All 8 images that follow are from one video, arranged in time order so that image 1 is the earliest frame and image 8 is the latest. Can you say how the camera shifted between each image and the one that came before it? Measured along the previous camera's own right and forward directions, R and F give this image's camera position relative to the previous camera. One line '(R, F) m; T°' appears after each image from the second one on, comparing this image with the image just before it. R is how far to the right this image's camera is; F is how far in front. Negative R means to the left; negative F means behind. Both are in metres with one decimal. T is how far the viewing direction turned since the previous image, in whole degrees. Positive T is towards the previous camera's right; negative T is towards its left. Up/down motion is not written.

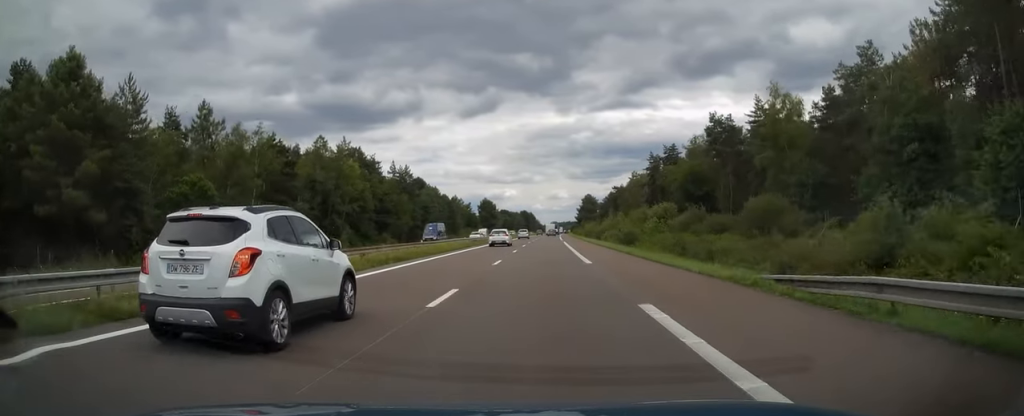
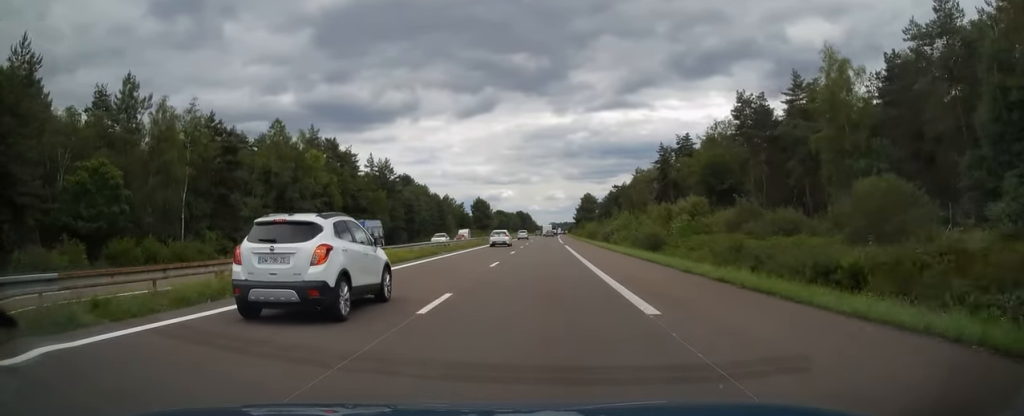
(0.0, +13.7) m; 0°
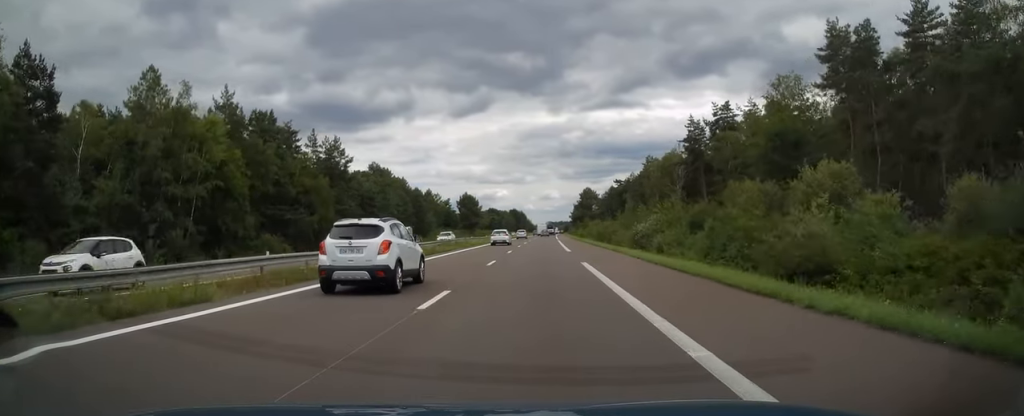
(+0.1, +25.5) m; 0°
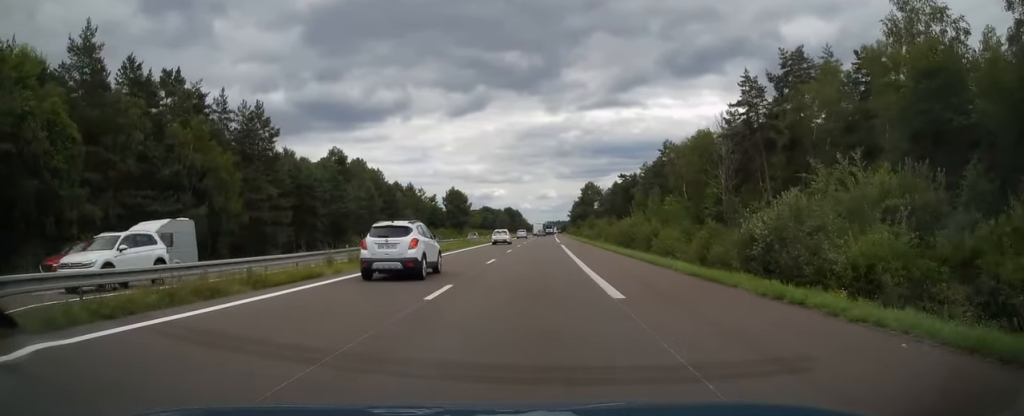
(+0.1, +24.6) m; +1°
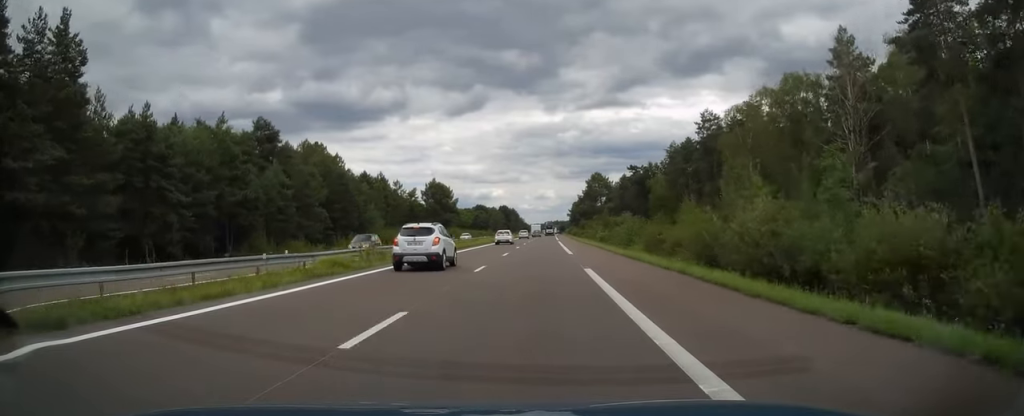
(+0.2, +31.1) m; 0°
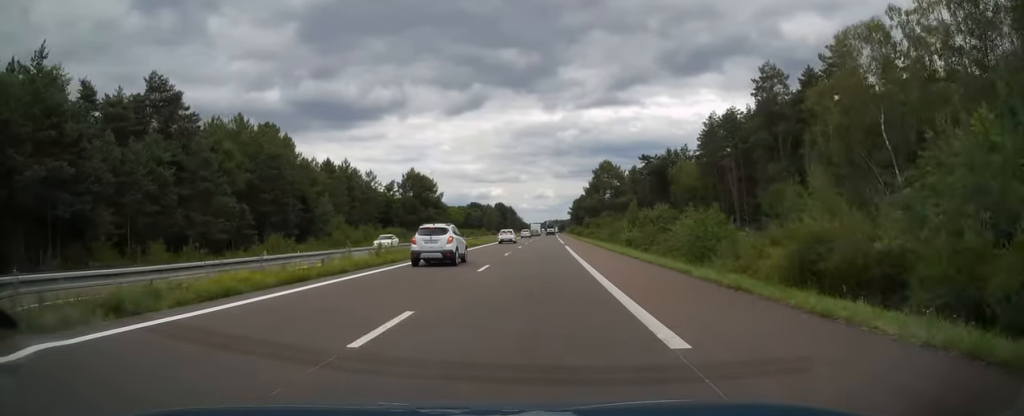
(0.0, +26.2) m; 0°
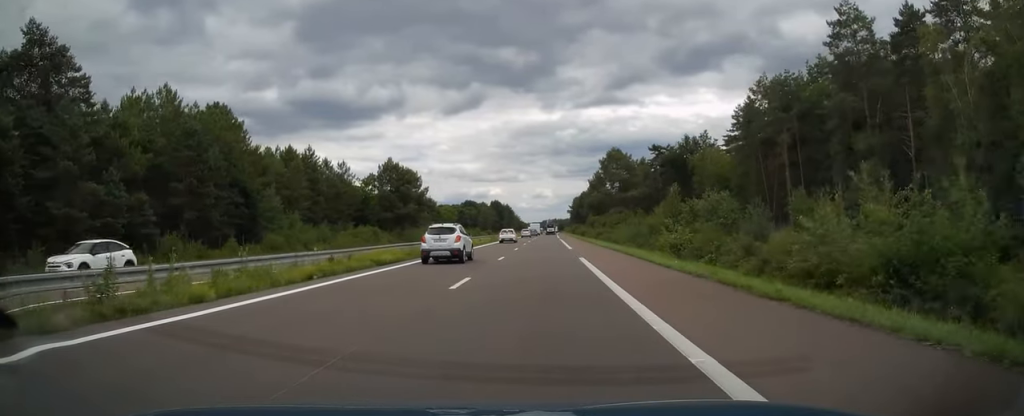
(+0.1, +19.3) m; 0°
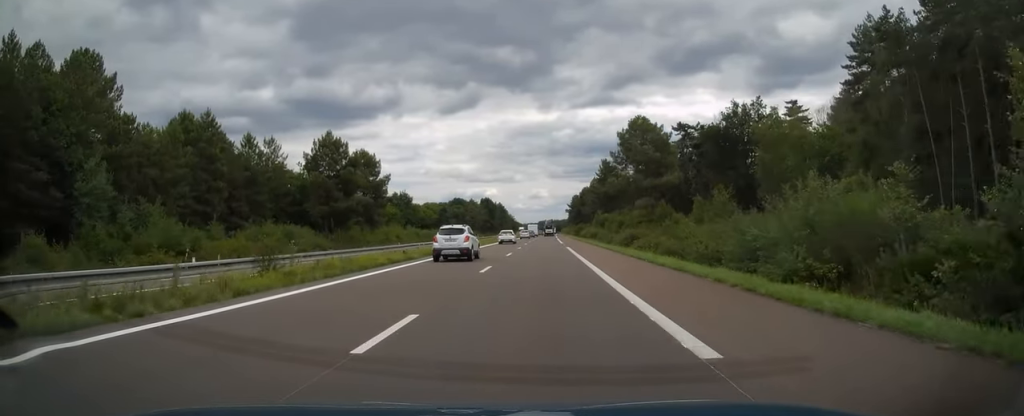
(-0.1, +33.7) m; 0°
